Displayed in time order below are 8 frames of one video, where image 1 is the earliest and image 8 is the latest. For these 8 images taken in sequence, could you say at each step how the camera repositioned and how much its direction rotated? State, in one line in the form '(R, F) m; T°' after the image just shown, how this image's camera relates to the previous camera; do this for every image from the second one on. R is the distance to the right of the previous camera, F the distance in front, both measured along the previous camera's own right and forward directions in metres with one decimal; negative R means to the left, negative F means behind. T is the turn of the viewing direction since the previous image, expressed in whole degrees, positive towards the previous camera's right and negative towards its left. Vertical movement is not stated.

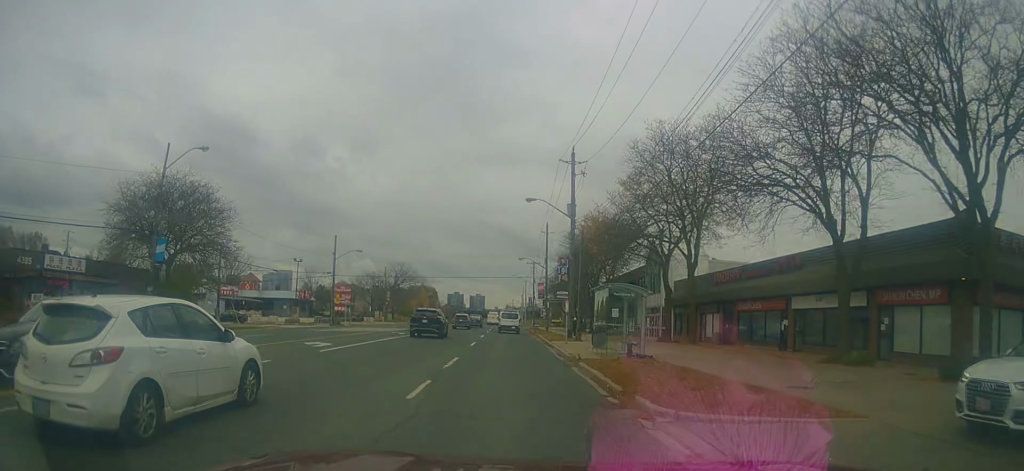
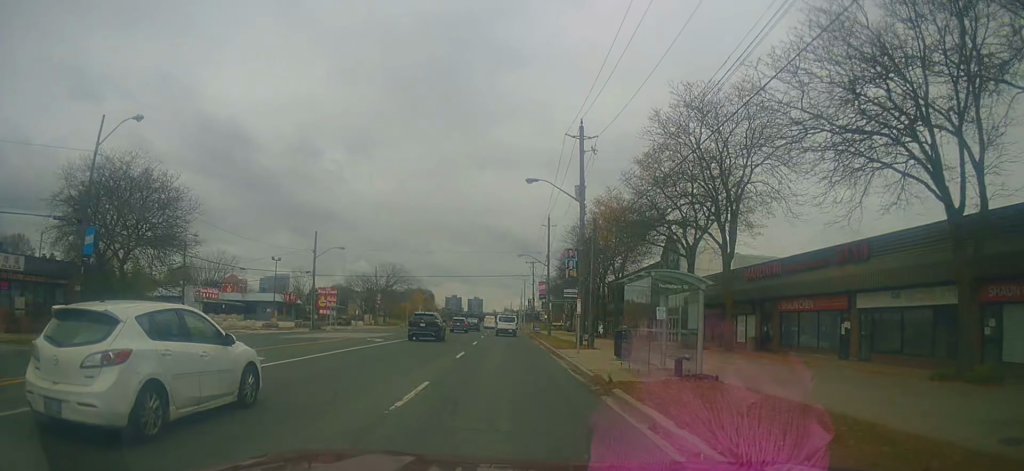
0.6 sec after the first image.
(+0.4, +6.4) m; 0°
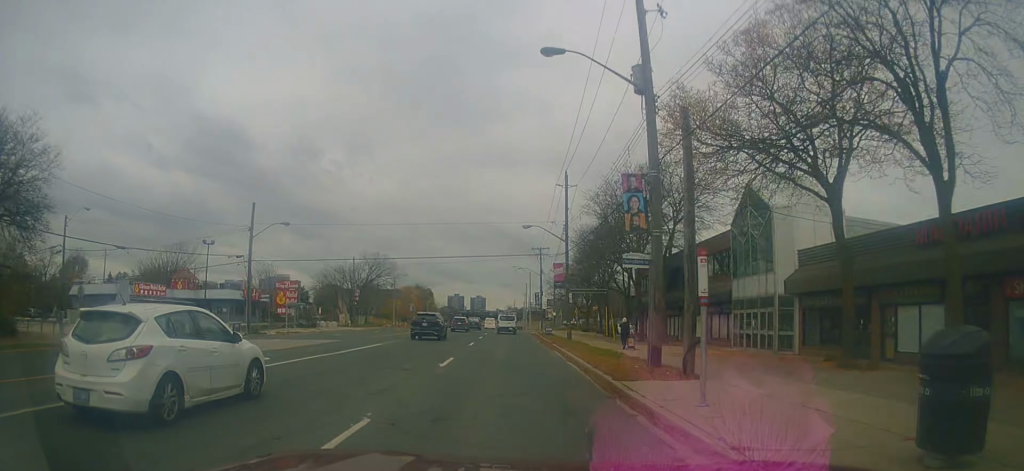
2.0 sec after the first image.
(-0.5, +16.5) m; -2°
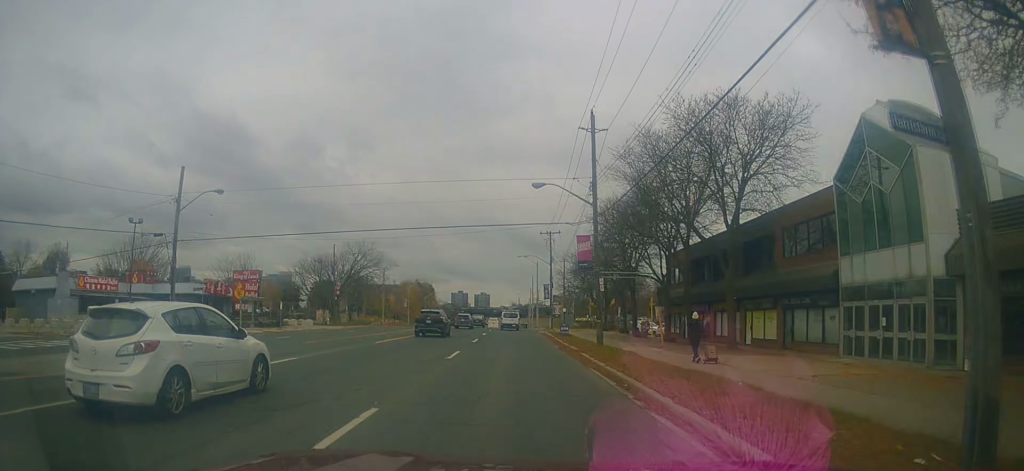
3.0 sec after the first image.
(+0.1, +11.9) m; 0°
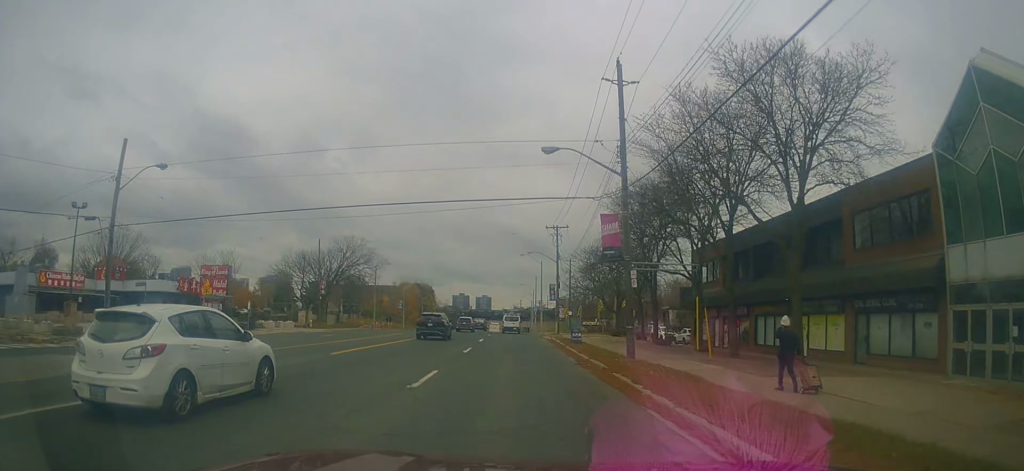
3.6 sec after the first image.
(0.0, +6.8) m; -1°
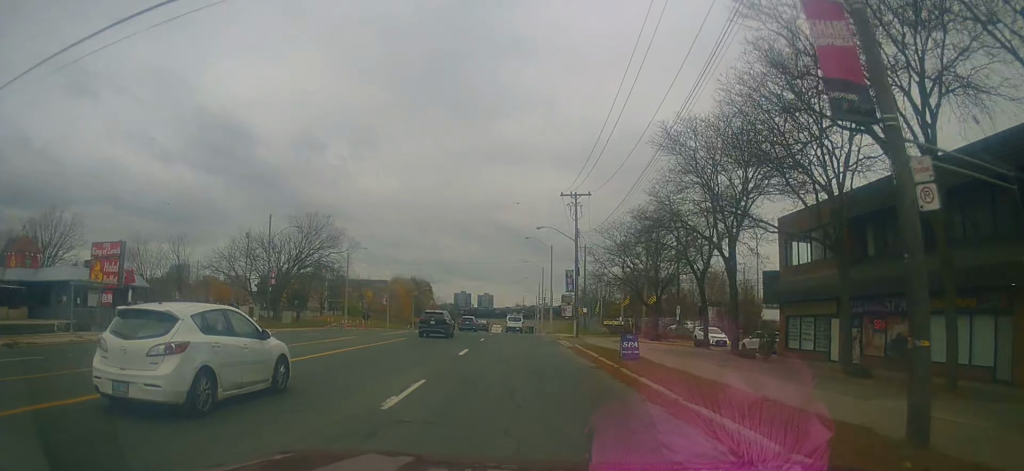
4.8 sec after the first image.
(-0.3, +15.4) m; -1°
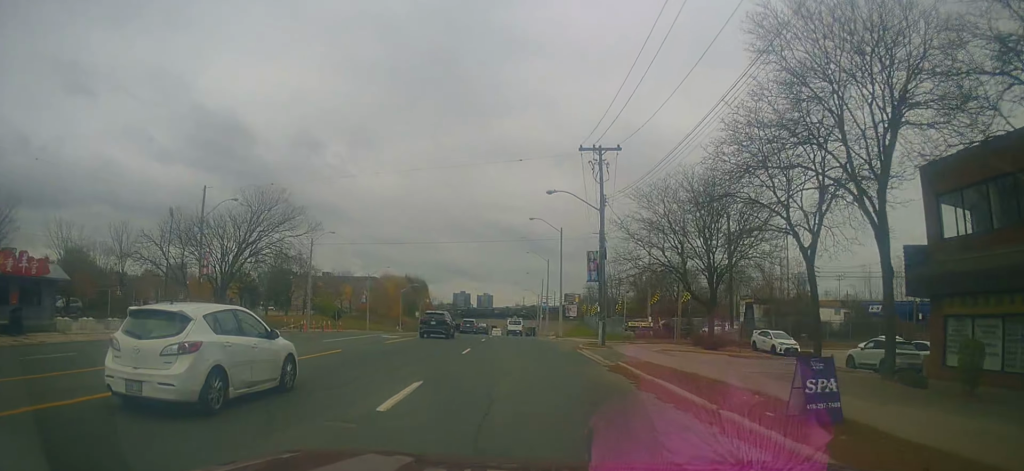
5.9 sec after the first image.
(+0.1, +12.9) m; +2°
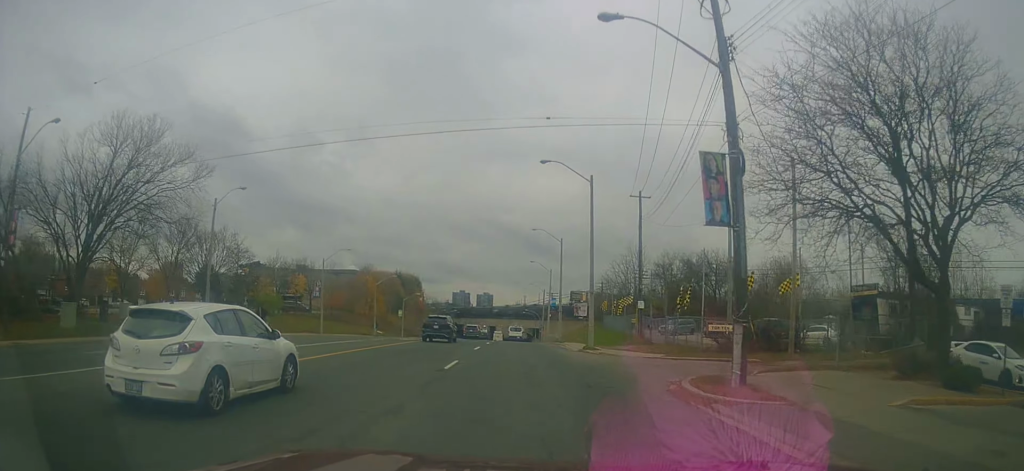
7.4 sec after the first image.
(+0.6, +20.3) m; +1°
